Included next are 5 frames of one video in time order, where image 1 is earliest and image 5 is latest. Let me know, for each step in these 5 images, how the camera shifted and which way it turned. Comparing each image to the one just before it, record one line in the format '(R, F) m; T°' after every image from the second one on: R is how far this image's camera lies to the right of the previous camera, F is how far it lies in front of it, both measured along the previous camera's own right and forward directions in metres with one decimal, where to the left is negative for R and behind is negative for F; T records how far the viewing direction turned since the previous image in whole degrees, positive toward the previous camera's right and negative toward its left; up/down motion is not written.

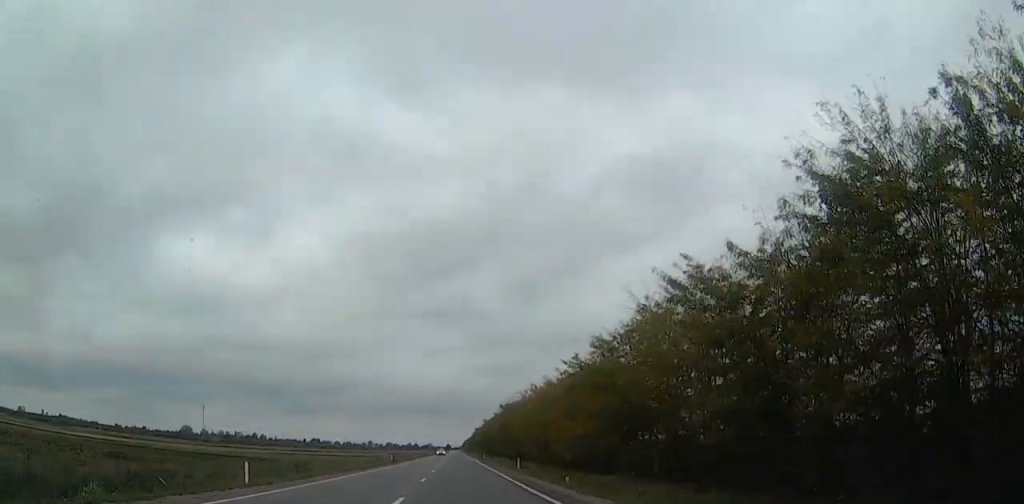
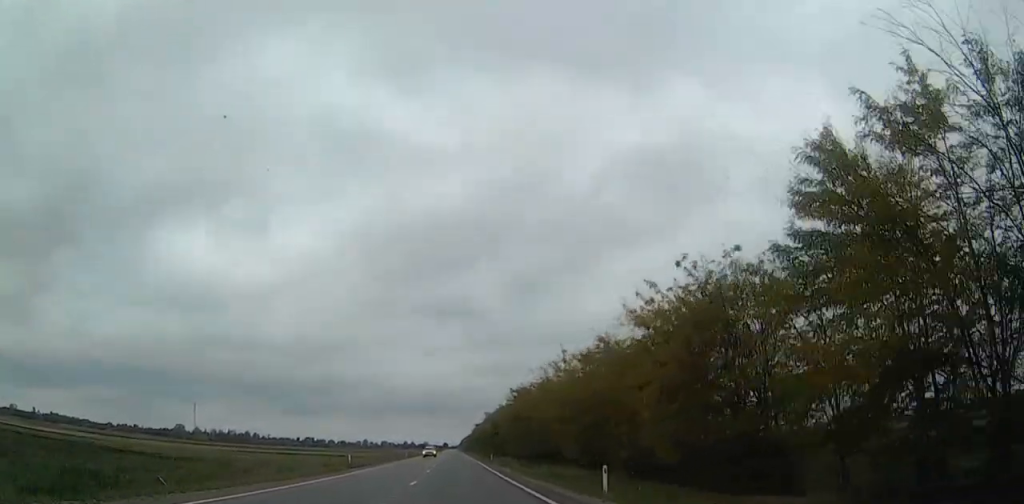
(0.0, +26.7) m; 0°
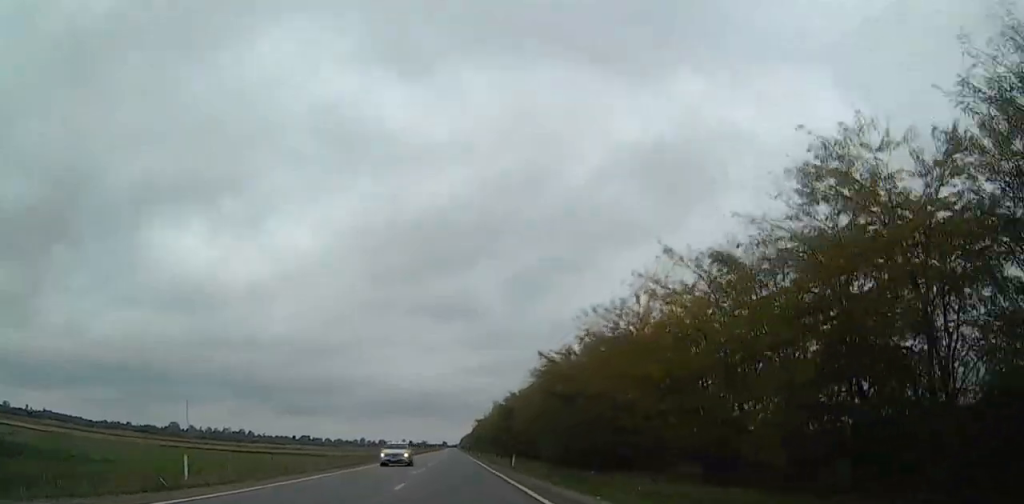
(0.0, +27.8) m; 0°
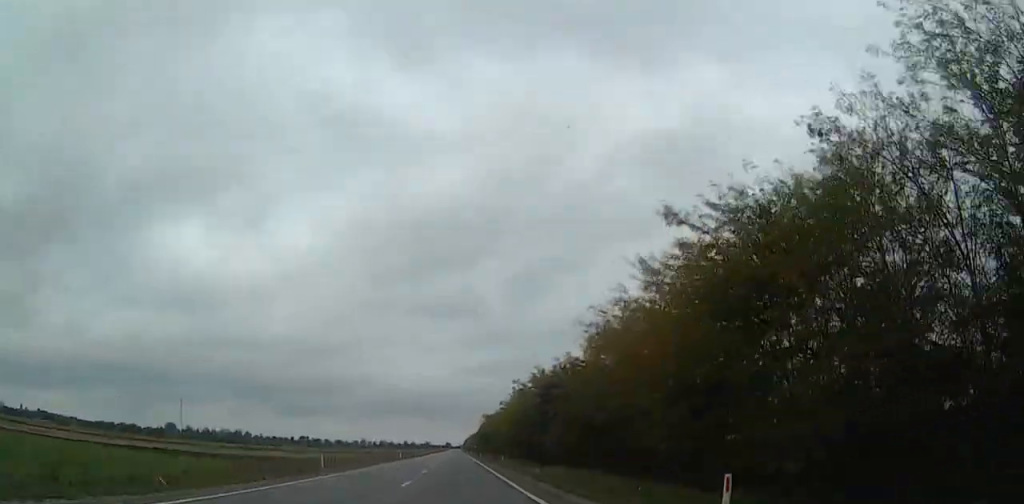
(0.0, +33.0) m; 0°
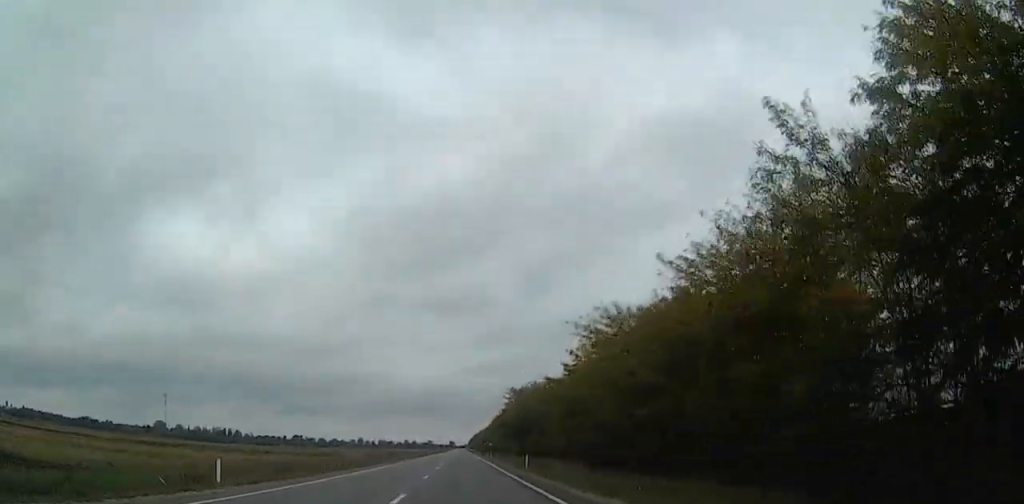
(-0.2, +65.6) m; 0°
